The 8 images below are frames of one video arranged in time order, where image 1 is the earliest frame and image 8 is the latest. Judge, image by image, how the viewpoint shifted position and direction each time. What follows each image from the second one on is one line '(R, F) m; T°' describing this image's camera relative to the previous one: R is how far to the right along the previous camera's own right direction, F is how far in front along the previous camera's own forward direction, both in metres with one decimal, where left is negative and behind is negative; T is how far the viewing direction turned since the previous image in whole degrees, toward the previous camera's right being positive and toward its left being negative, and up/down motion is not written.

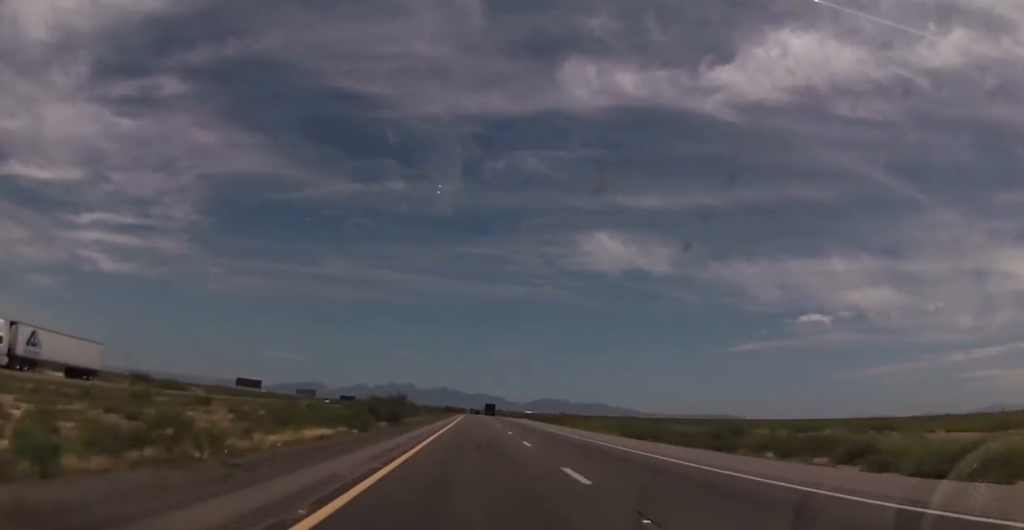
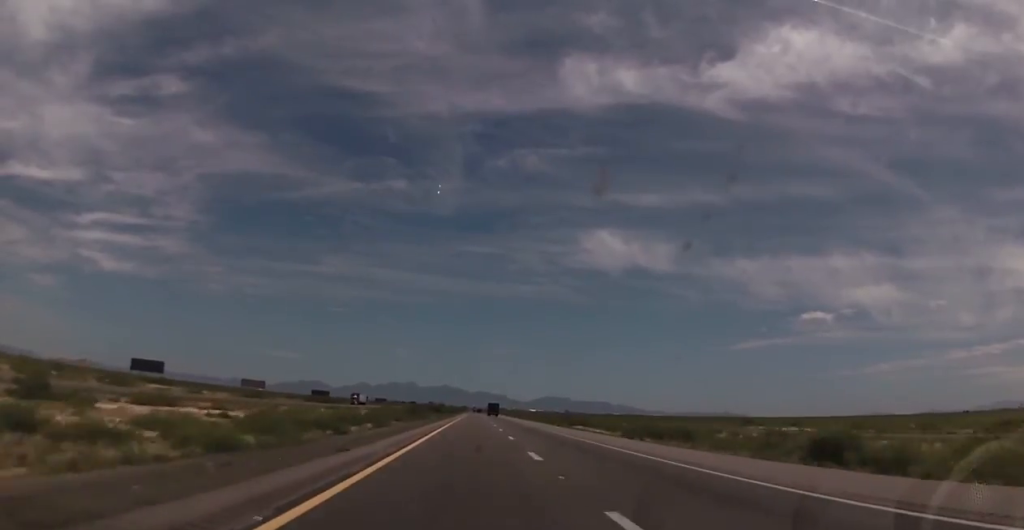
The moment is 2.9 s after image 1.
(+0.1, +104.7) m; 0°
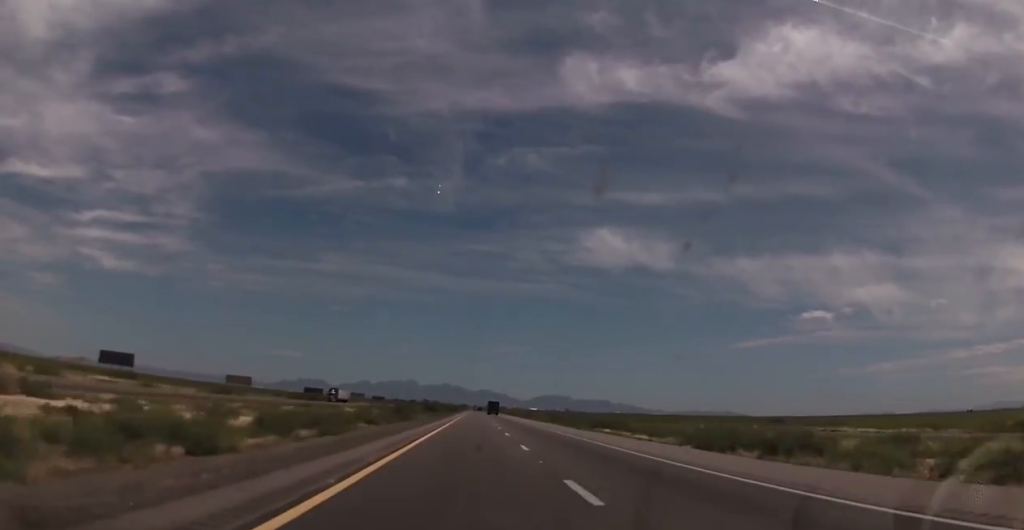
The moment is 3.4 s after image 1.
(+0.4, +20.7) m; 0°
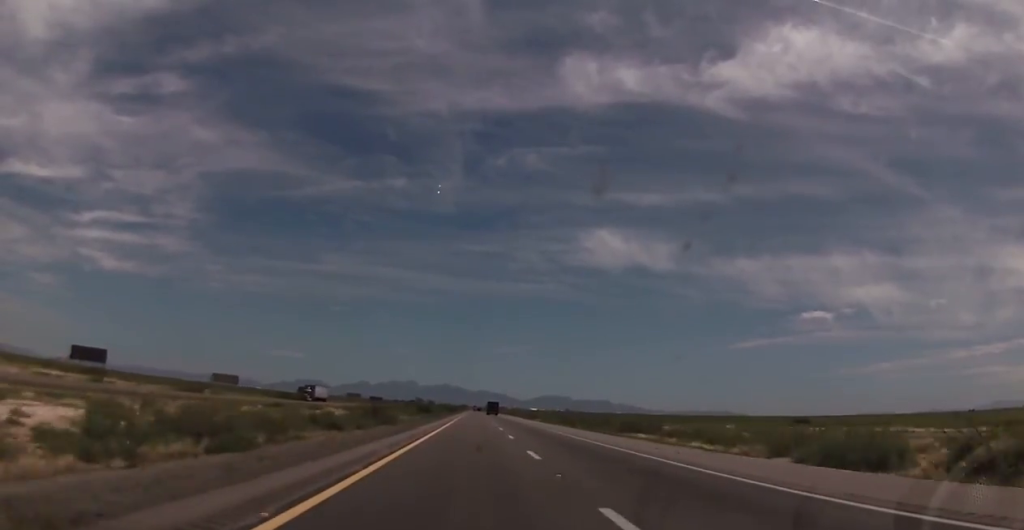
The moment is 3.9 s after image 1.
(+0.2, +15.9) m; 0°
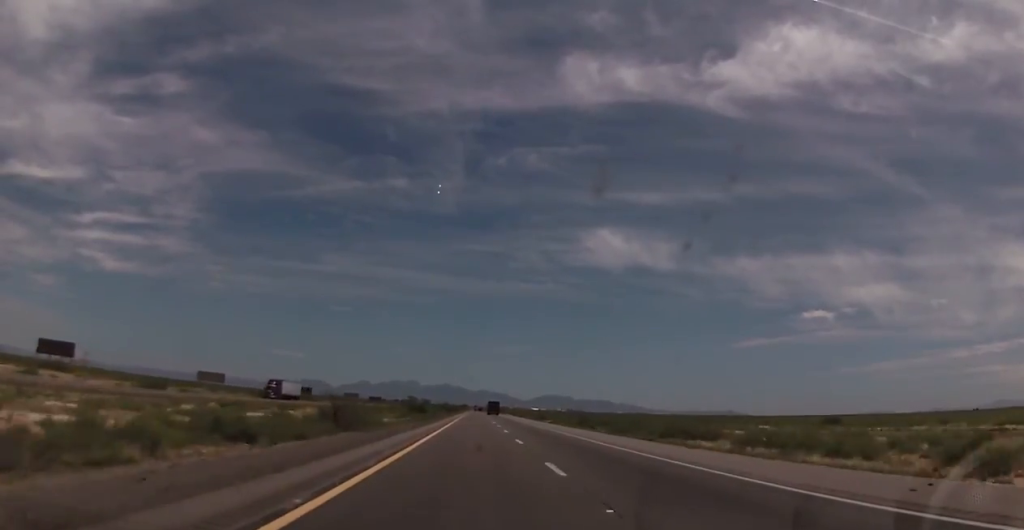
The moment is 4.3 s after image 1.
(-0.3, +17.0) m; 0°
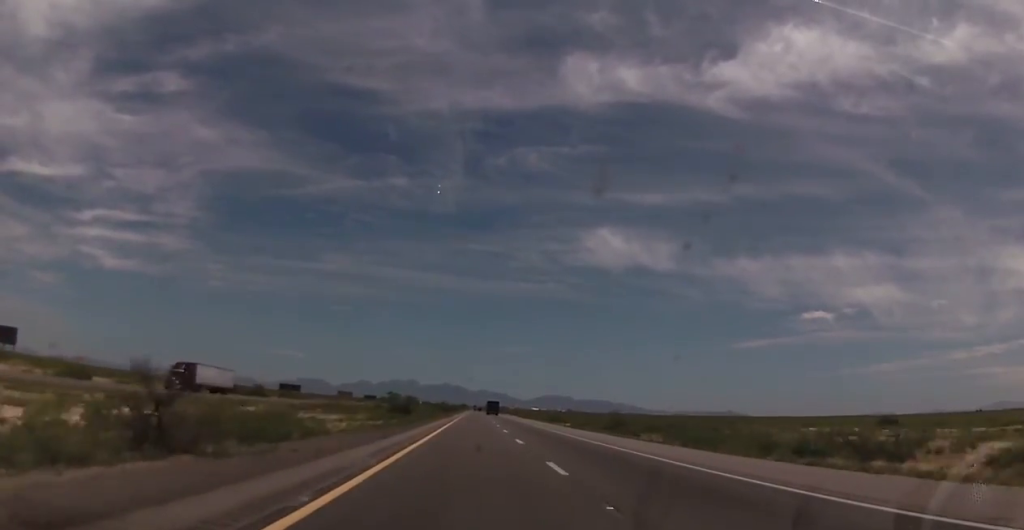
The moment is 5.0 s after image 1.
(-0.1, +24.4) m; 0°
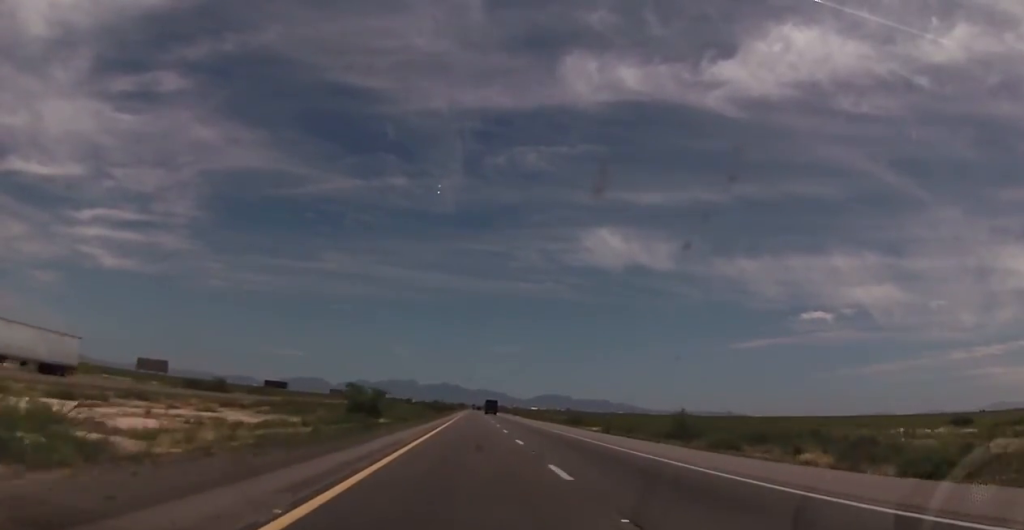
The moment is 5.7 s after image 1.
(+0.3, +25.7) m; +1°
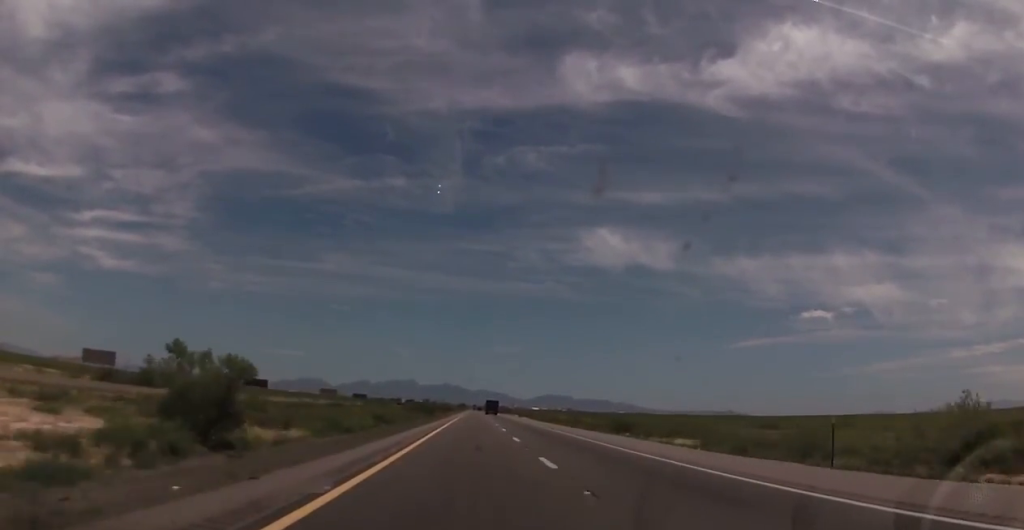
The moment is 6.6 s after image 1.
(0.0, +34.2) m; -1°
